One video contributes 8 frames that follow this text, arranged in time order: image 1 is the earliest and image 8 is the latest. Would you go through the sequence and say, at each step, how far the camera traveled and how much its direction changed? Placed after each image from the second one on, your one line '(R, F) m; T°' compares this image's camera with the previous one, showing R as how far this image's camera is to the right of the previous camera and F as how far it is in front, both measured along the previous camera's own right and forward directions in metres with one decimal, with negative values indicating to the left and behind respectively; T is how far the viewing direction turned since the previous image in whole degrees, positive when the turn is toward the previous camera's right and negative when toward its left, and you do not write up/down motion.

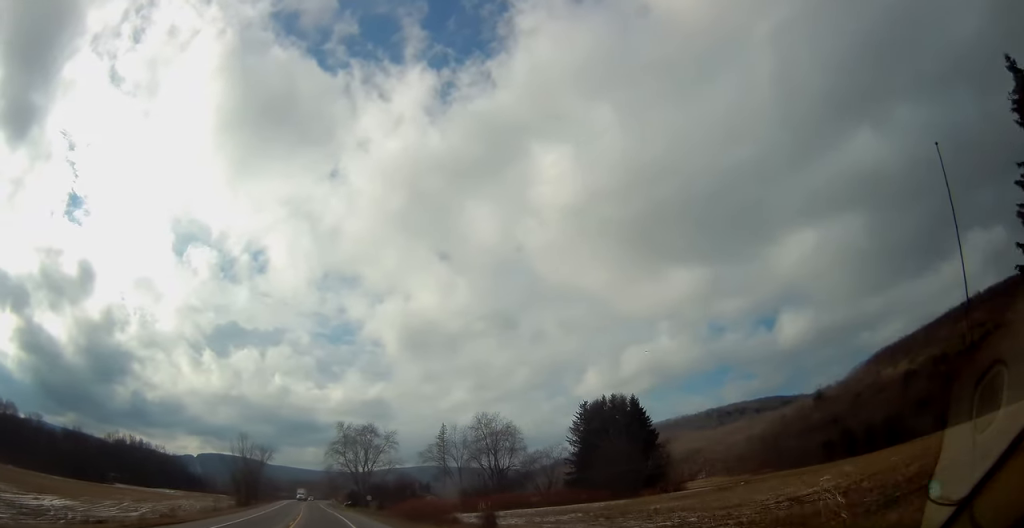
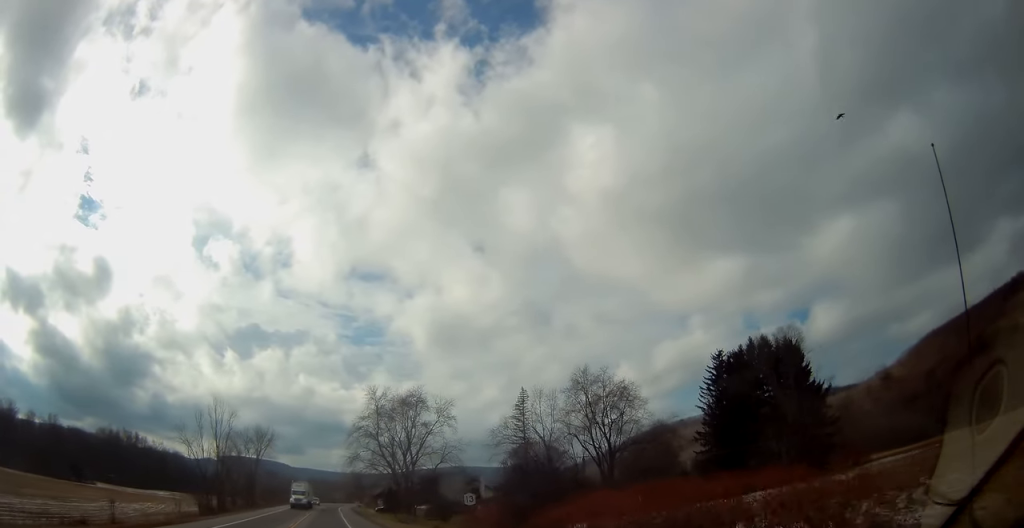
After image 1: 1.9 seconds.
(-0.8, +47.8) m; -2°
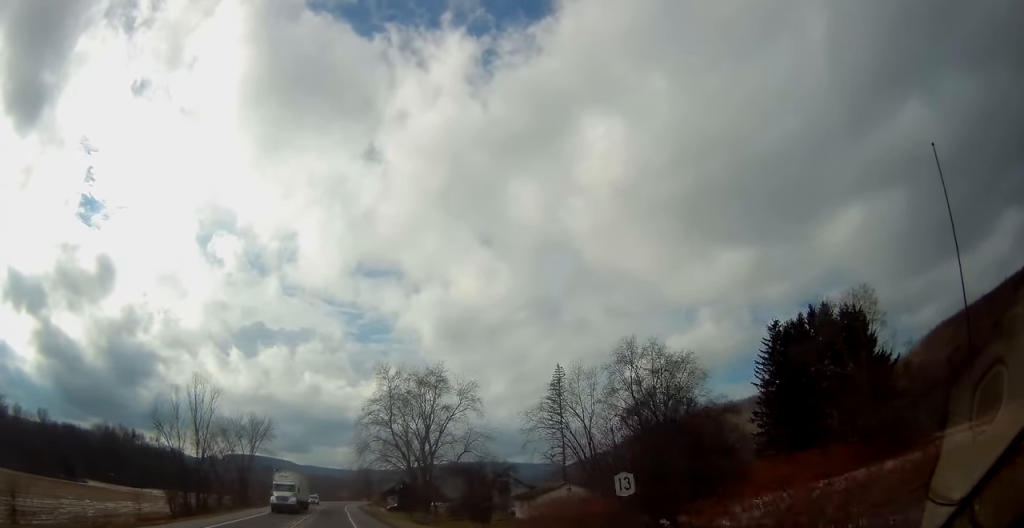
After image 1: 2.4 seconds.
(-0.1, +14.6) m; -1°
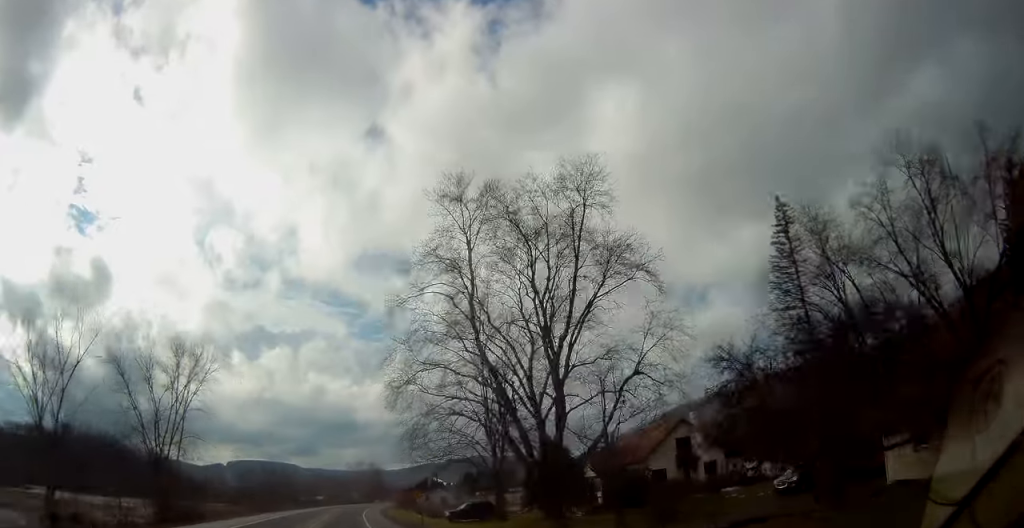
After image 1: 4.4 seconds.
(-1.0, +50.7) m; -2°
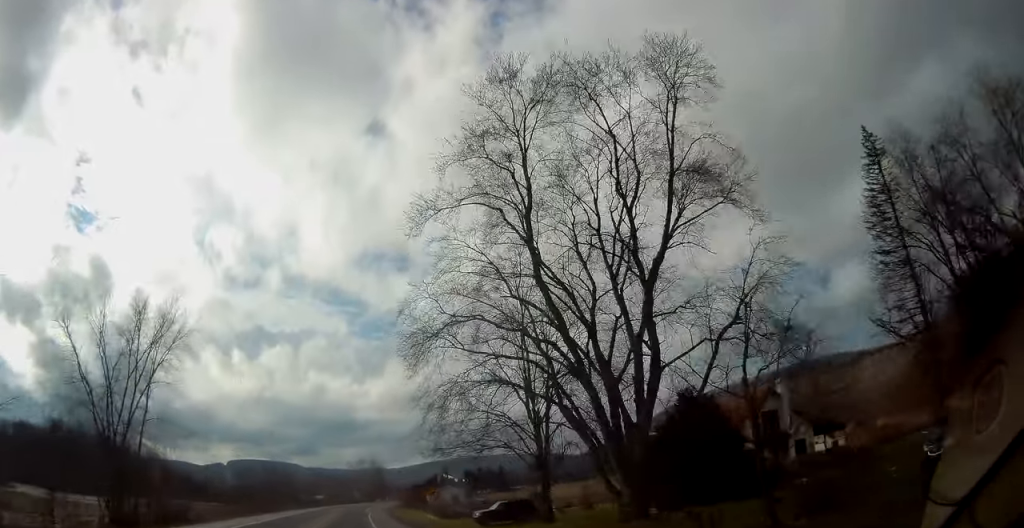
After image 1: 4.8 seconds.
(0.0, +11.2) m; 0°
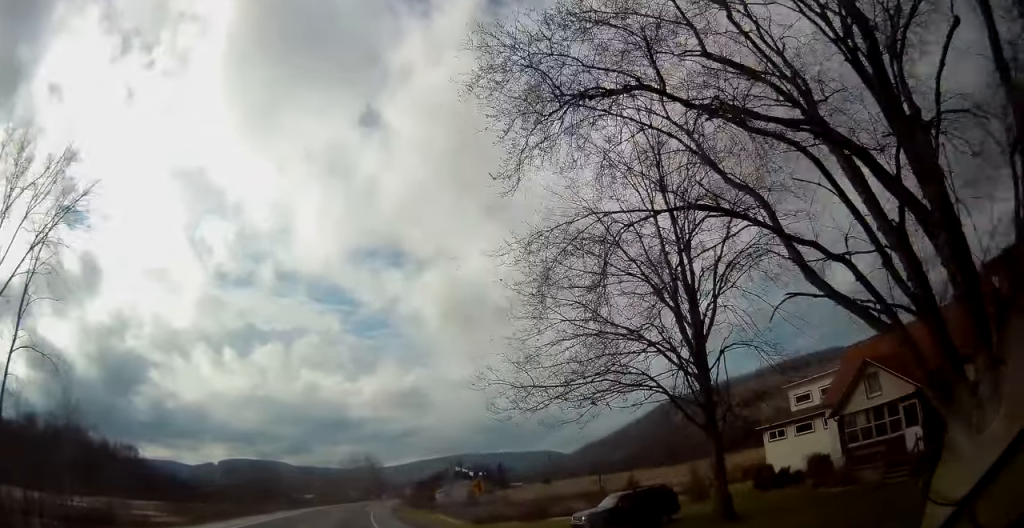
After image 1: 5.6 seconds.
(+0.1, +19.8) m; +1°
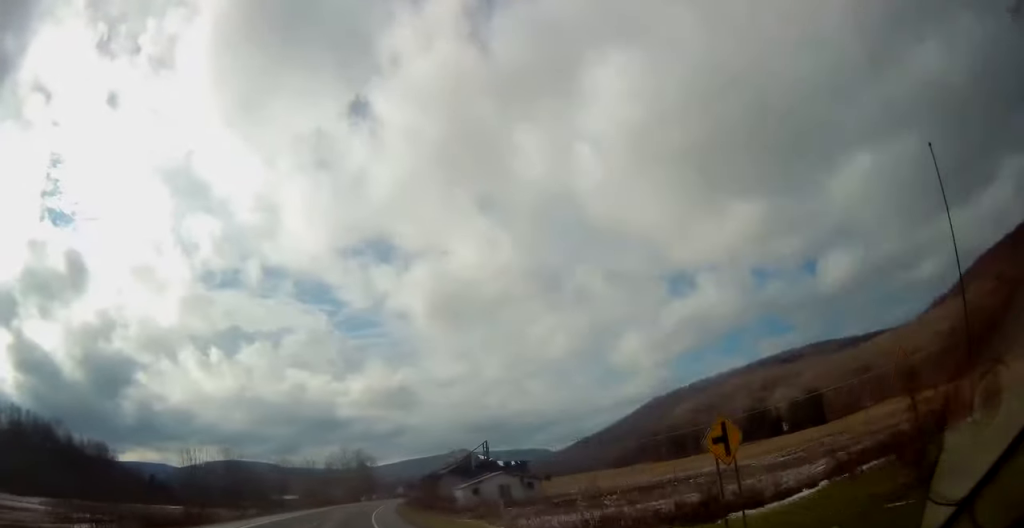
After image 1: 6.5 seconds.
(+0.2, +24.1) m; +1°
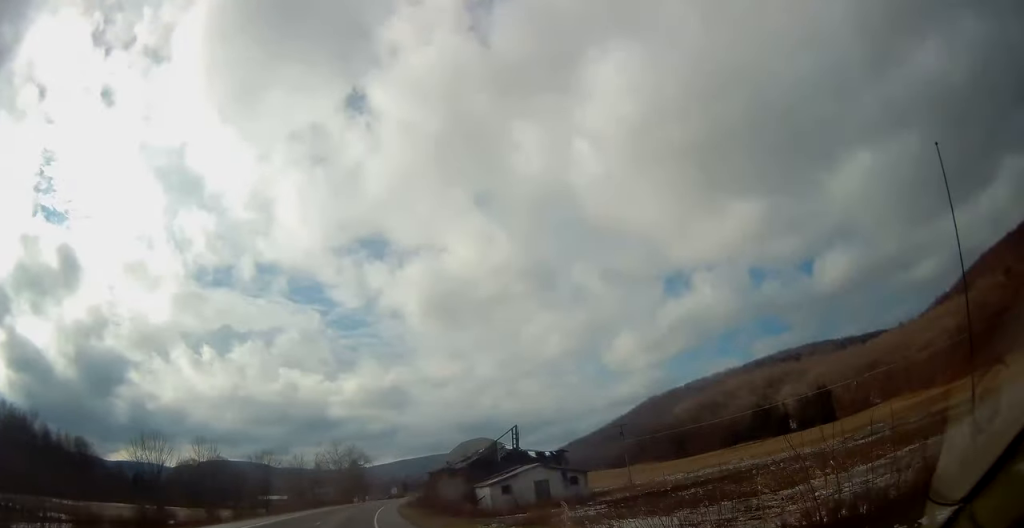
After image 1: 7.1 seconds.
(+0.1, +14.6) m; +1°
